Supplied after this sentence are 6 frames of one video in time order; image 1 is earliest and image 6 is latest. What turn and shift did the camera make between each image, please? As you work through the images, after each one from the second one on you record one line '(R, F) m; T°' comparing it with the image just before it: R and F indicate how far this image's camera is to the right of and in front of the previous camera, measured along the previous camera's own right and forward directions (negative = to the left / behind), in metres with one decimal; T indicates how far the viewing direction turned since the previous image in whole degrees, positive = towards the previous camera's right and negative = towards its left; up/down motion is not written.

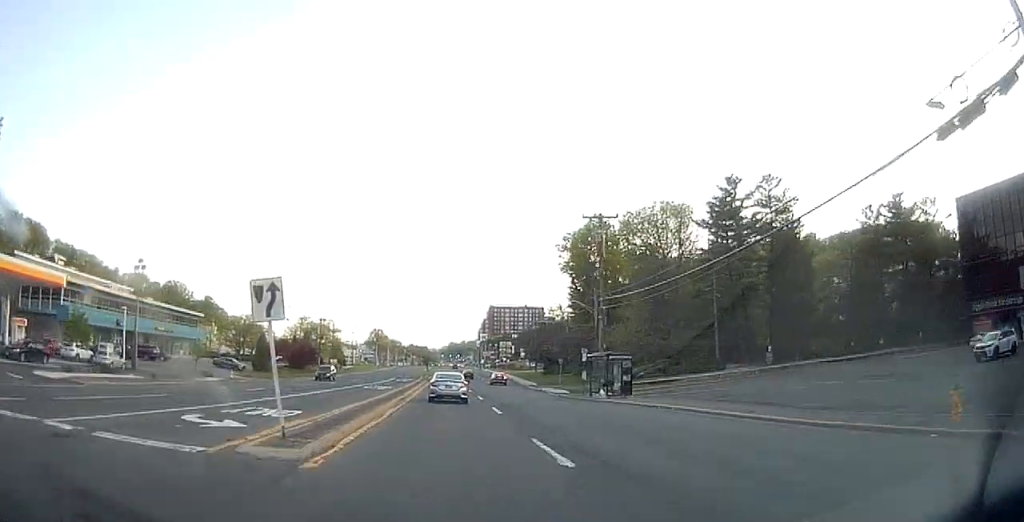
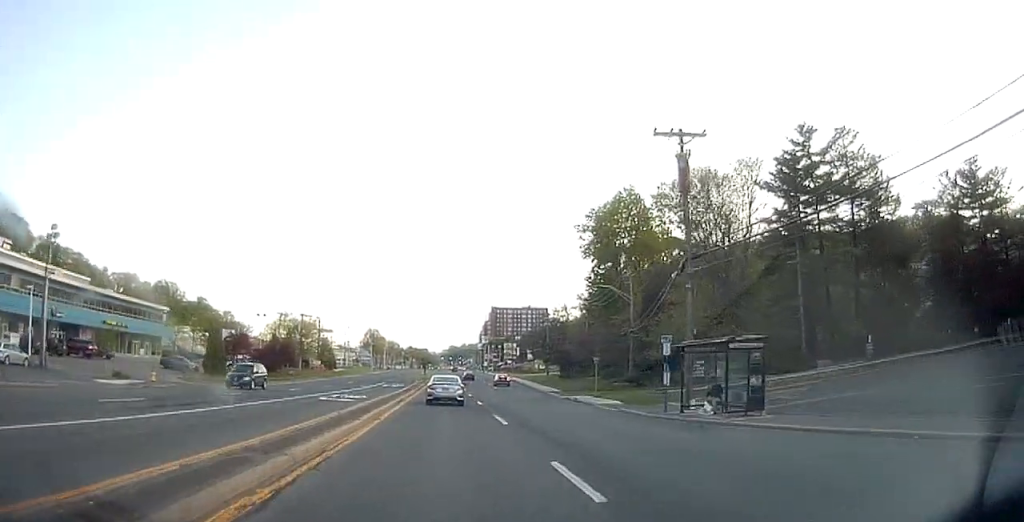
(+0.2, +15.2) m; +1°
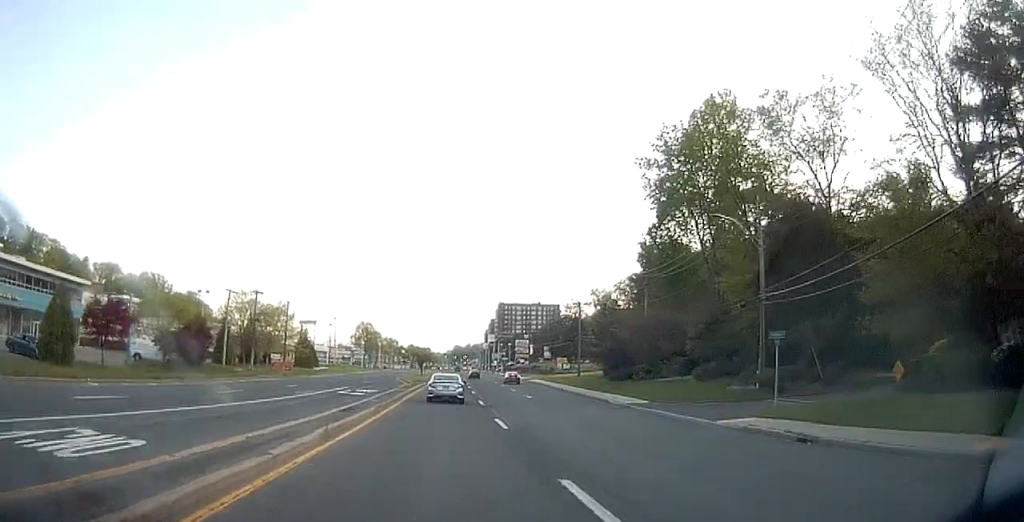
(+0.3, +26.2) m; +1°
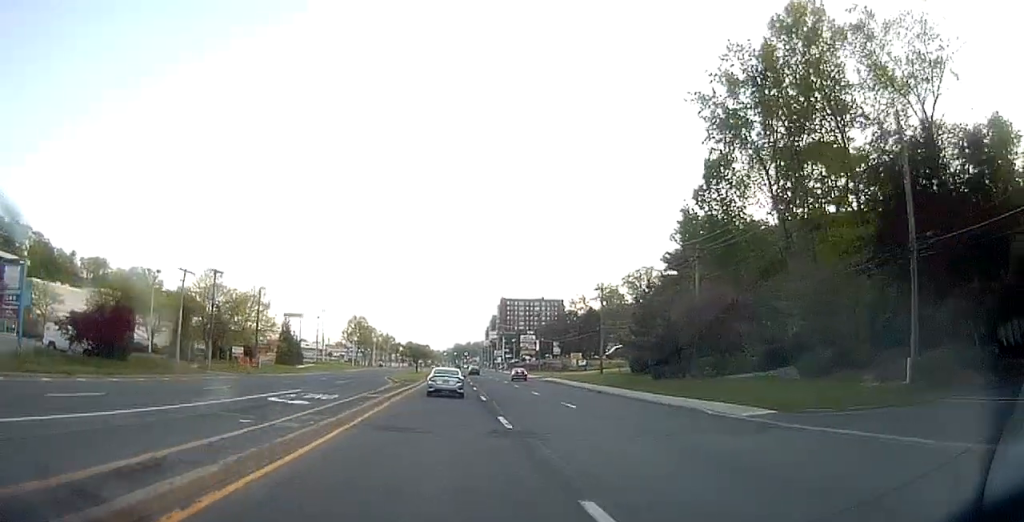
(-0.1, +13.7) m; 0°
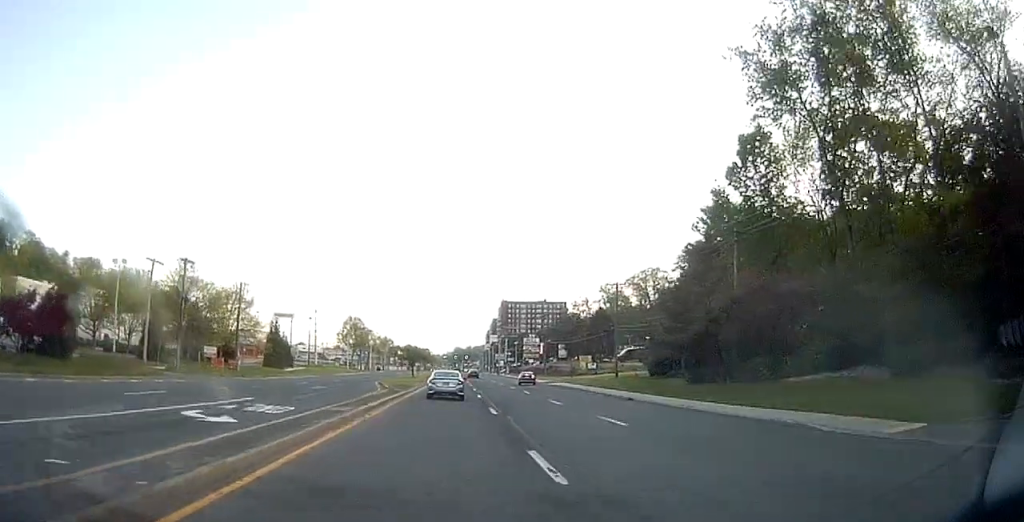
(-0.1, +7.5) m; 0°
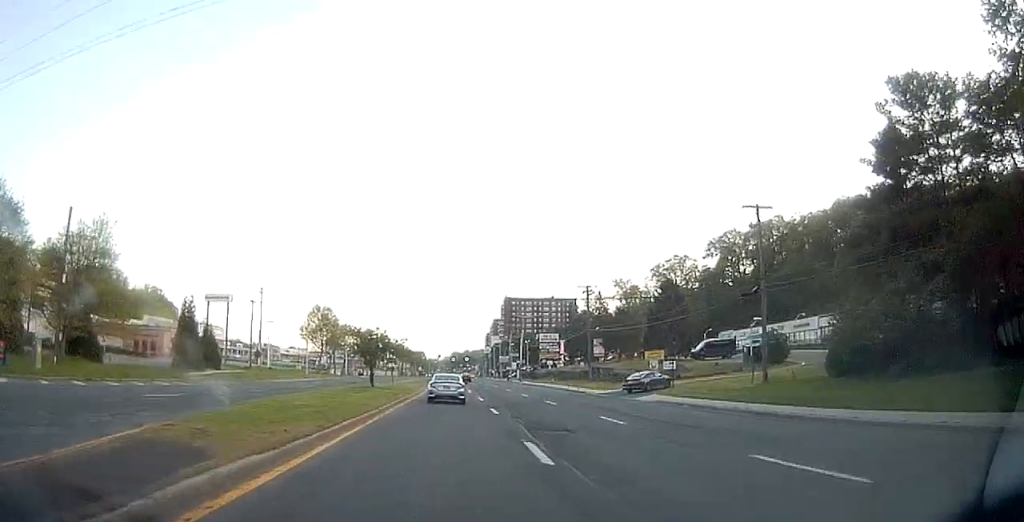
(+0.3, +35.4) m; 0°
